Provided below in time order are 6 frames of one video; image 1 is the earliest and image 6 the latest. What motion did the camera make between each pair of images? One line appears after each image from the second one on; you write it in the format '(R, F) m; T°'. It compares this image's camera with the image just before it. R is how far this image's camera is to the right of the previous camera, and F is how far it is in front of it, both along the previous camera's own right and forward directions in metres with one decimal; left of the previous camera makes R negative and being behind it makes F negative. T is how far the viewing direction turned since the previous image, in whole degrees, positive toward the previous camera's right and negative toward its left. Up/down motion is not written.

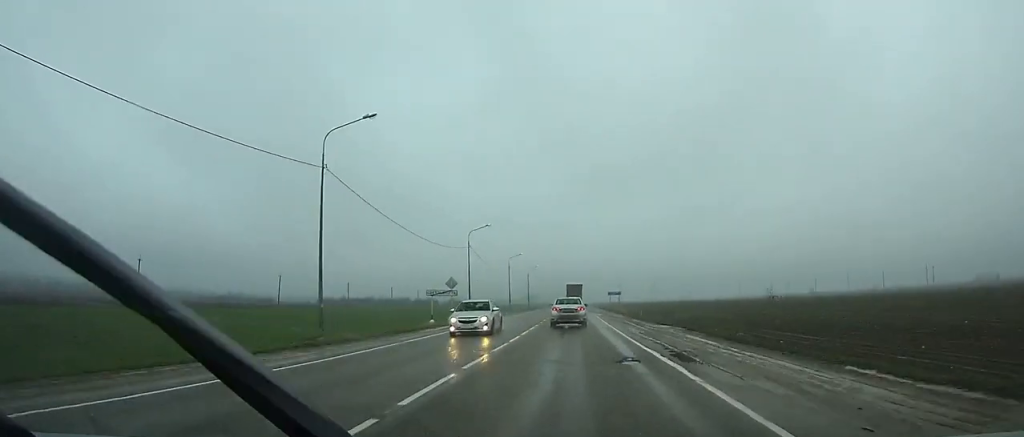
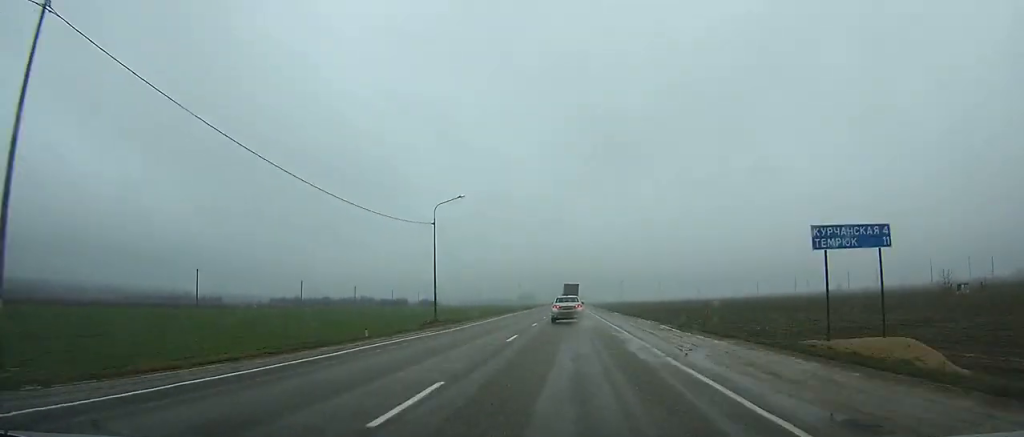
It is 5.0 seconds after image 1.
(-0.2, +93.3) m; 0°
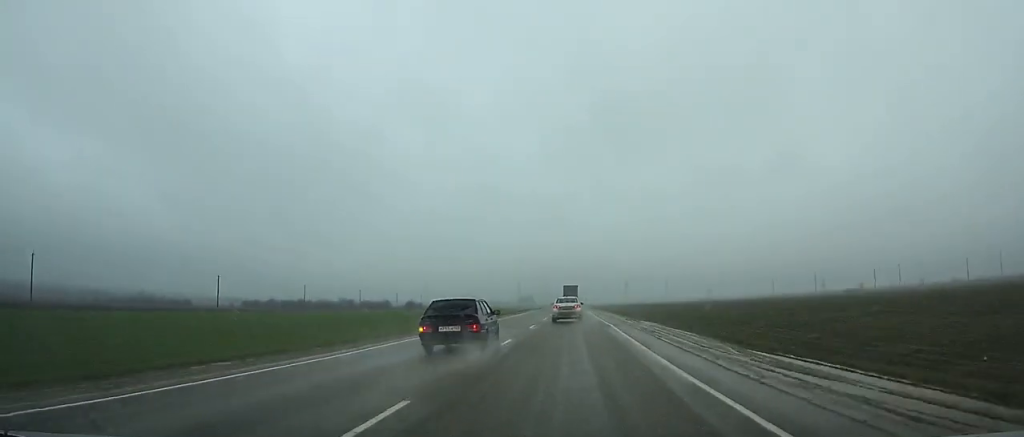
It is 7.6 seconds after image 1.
(-0.1, +50.8) m; 0°
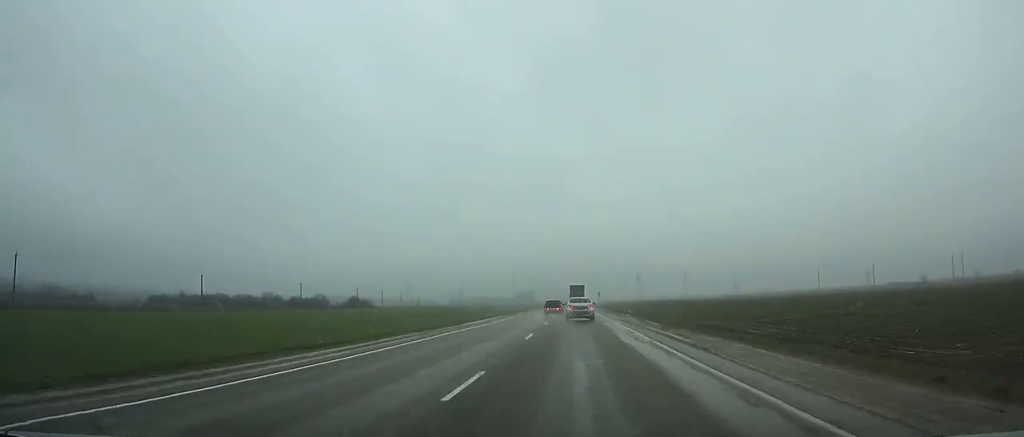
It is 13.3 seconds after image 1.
(-0.1, +116.4) m; 0°
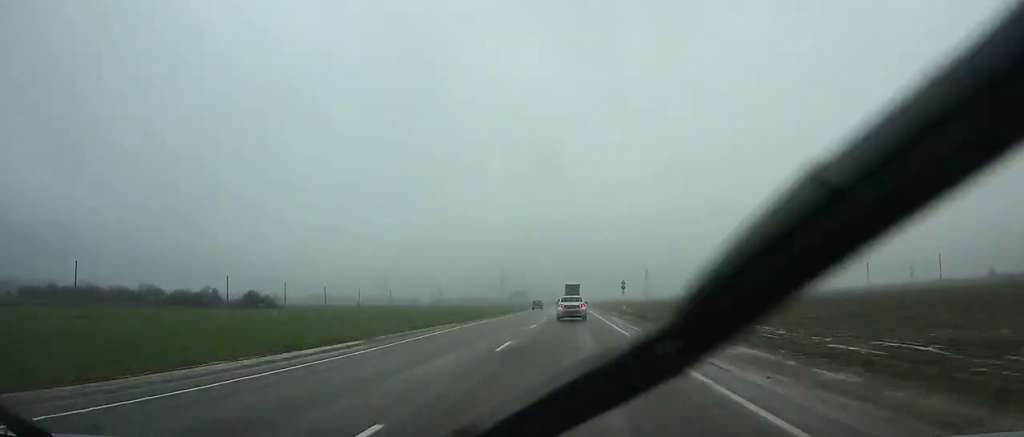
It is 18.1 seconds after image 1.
(+0.3, +100.4) m; 0°
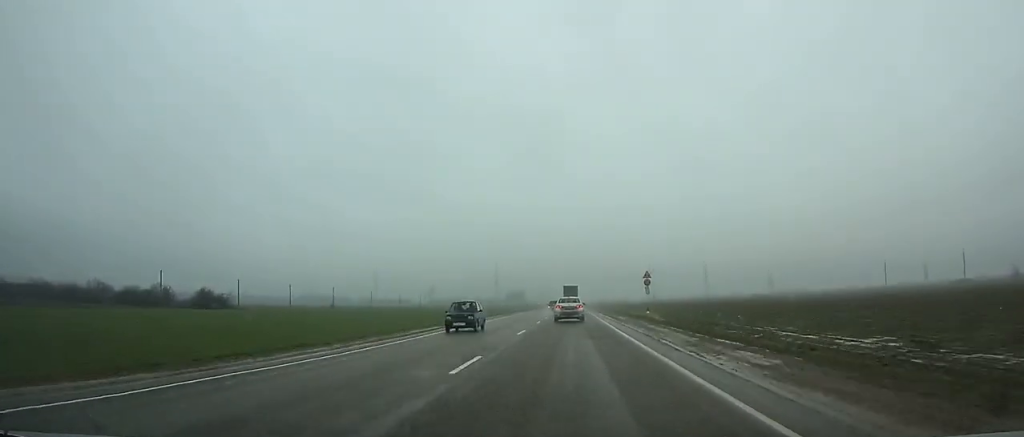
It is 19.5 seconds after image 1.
(0.0, +29.3) m; 0°
